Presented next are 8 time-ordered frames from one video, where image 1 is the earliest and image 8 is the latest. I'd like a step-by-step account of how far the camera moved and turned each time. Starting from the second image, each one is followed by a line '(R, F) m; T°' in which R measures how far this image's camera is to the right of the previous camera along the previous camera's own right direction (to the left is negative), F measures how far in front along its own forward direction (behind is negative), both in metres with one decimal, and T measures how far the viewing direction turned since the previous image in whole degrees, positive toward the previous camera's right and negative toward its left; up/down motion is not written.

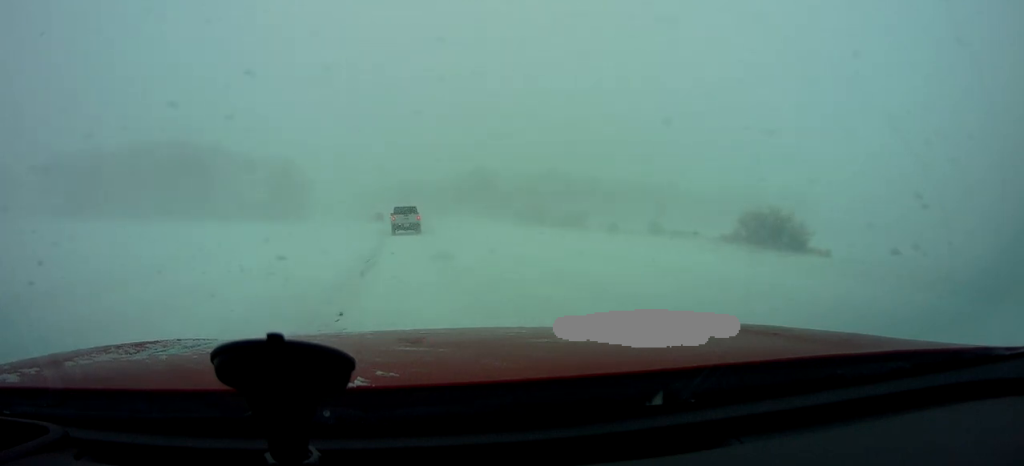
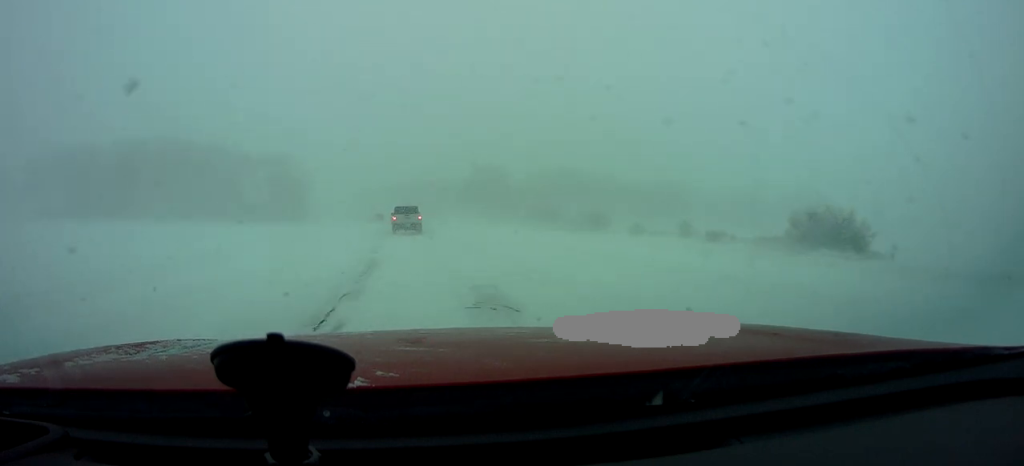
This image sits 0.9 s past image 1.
(+0.1, +8.9) m; +3°
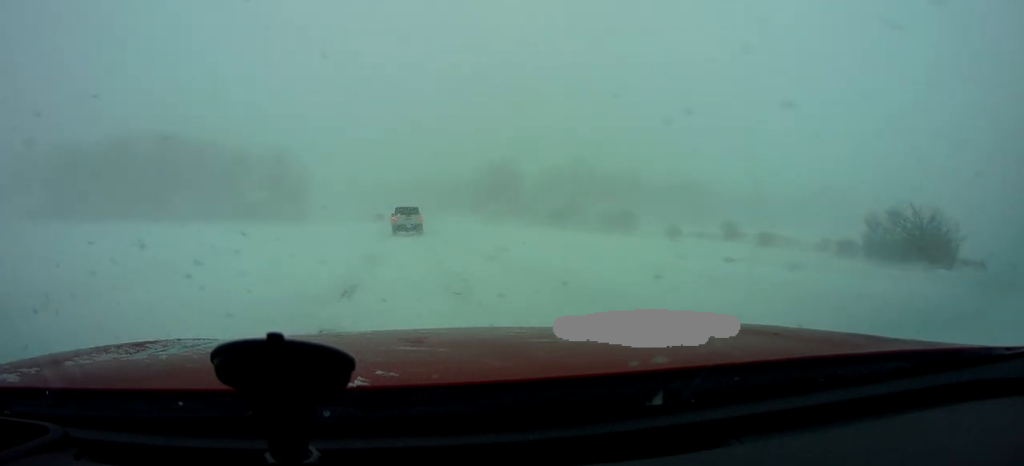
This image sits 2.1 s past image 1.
(+0.3, +10.5) m; -1°
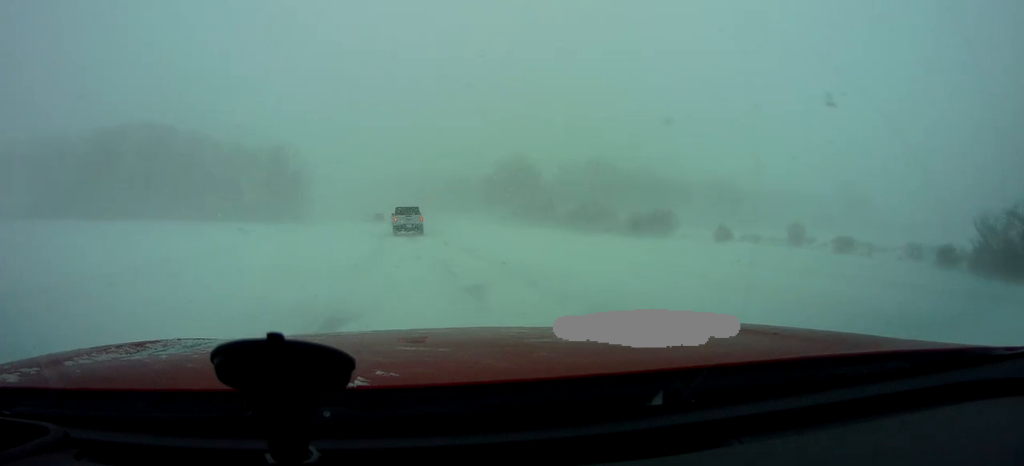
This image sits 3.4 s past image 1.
(-0.6, +12.0) m; -2°
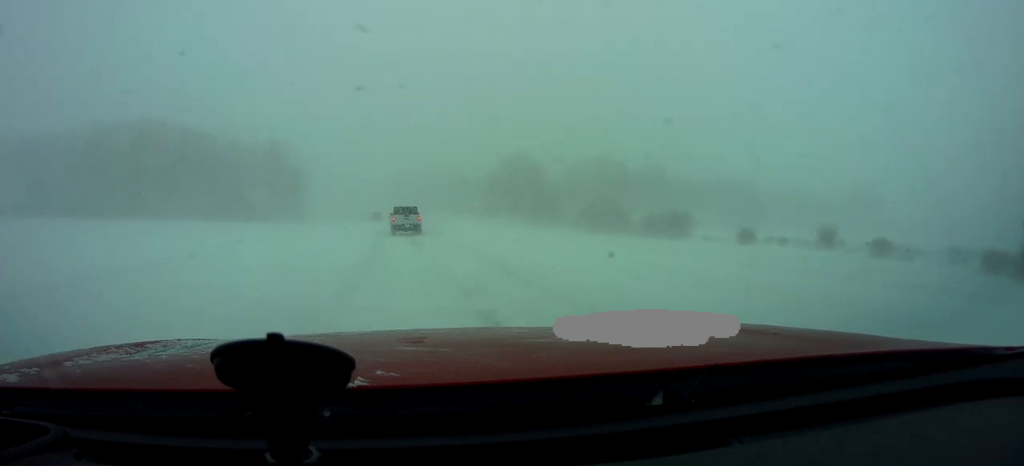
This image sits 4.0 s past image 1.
(0.0, +4.9) m; 0°
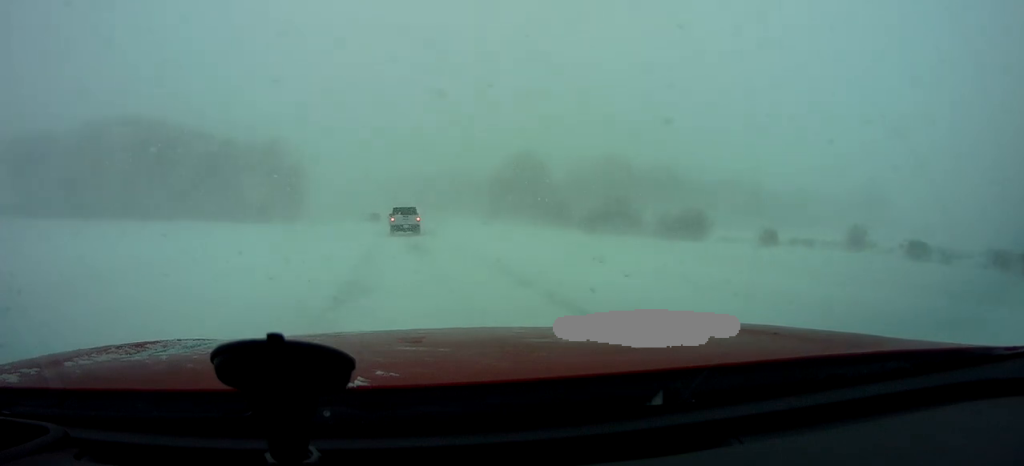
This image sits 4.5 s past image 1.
(+0.1, +4.2) m; 0°
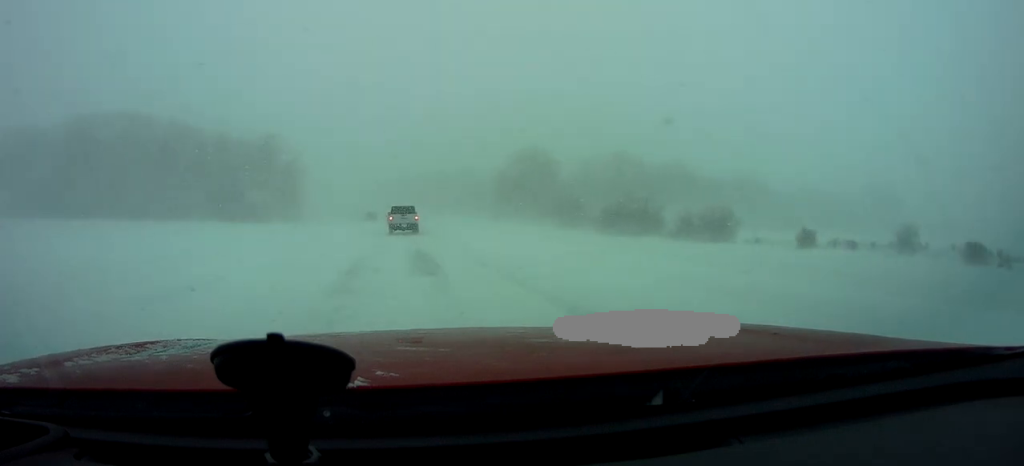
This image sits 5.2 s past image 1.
(0.0, +6.2) m; 0°
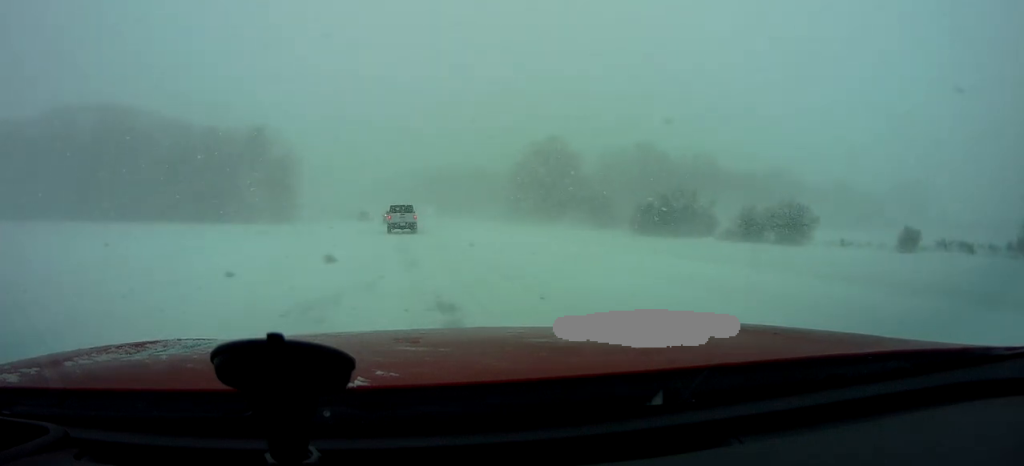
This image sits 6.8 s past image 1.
(+0.1, +13.1) m; 0°
